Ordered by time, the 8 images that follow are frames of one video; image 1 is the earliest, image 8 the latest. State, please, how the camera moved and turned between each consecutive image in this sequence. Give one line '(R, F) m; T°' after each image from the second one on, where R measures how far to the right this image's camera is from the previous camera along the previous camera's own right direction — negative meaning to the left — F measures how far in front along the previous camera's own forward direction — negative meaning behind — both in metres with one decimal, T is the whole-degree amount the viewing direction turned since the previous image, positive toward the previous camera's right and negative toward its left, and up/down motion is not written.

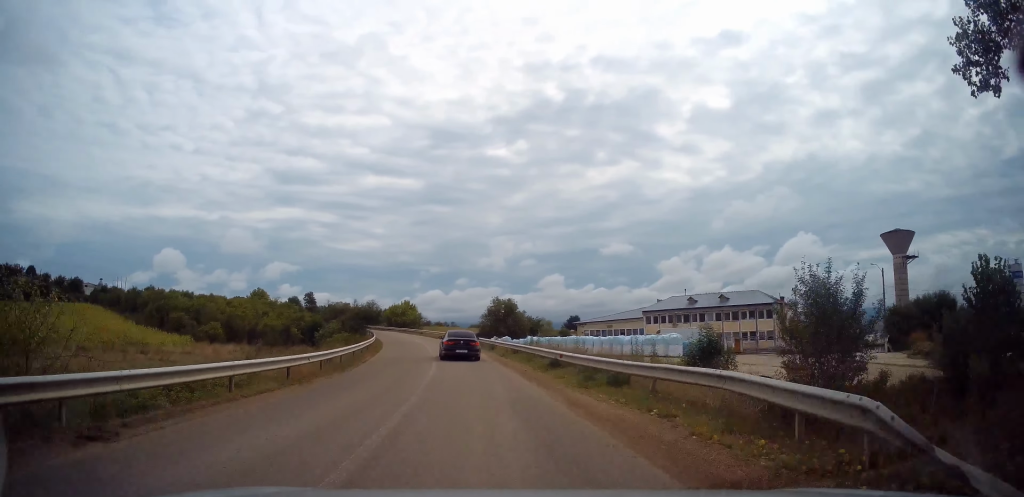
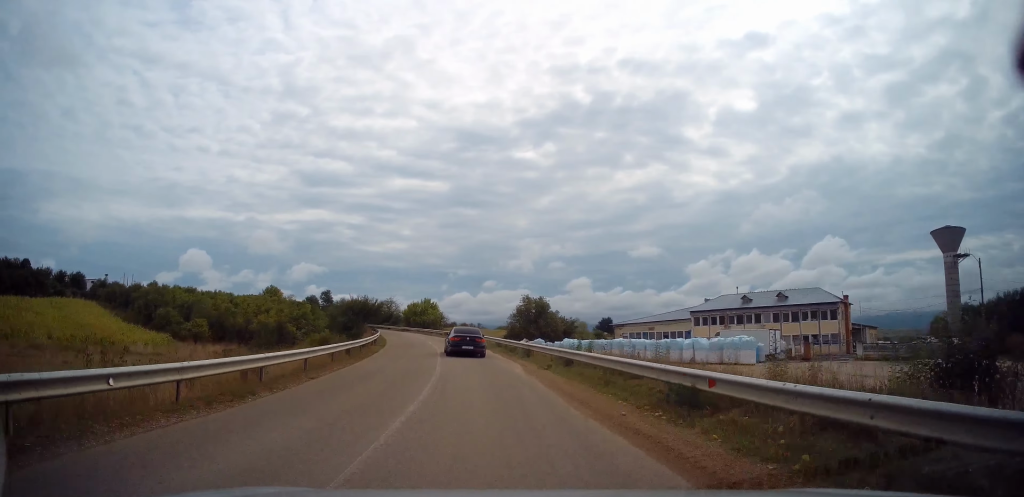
(+0.1, +10.4) m; -3°
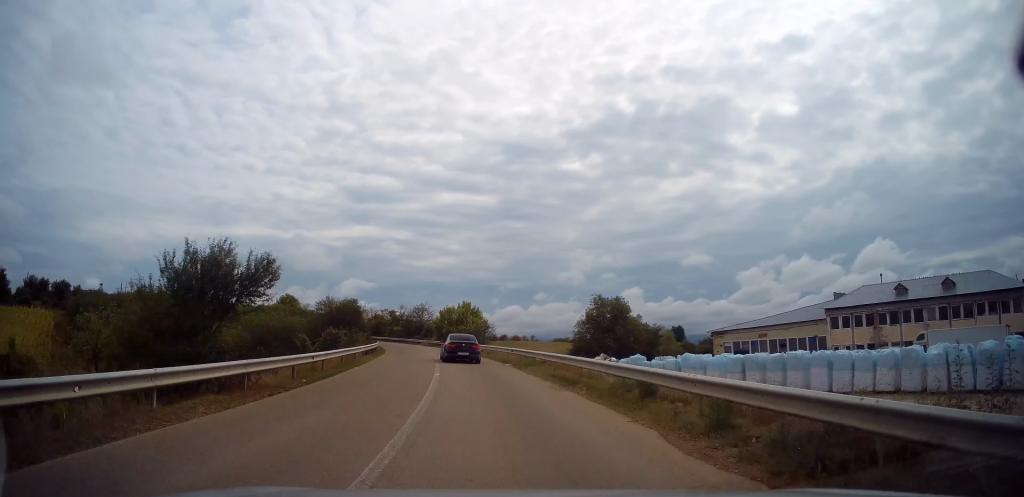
(-1.8, +24.8) m; -5°
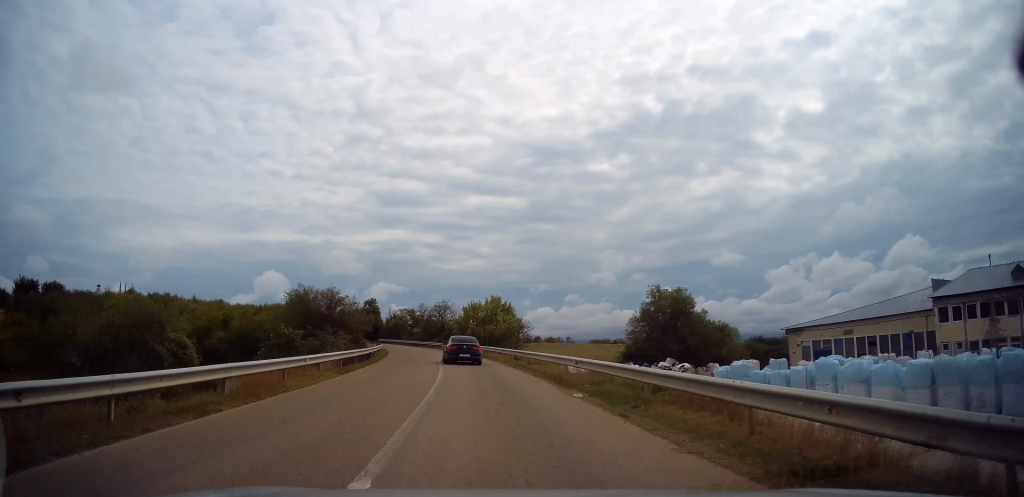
(0.0, +13.8) m; -2°
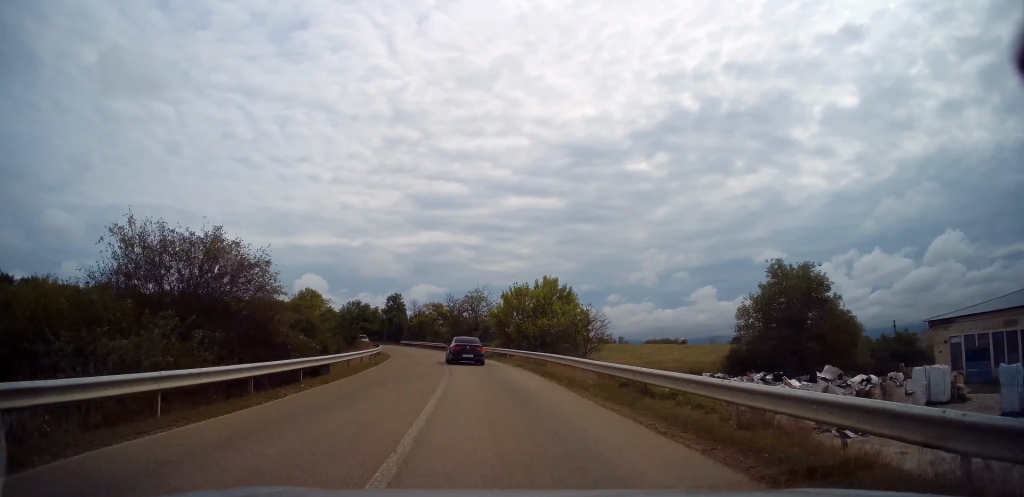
(-0.9, +19.3) m; -4°
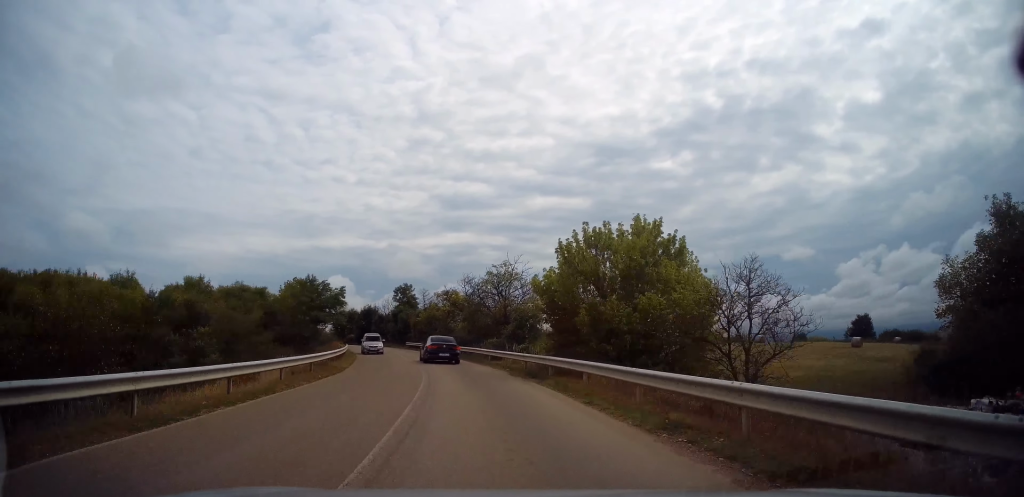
(-0.4, +20.5) m; -4°
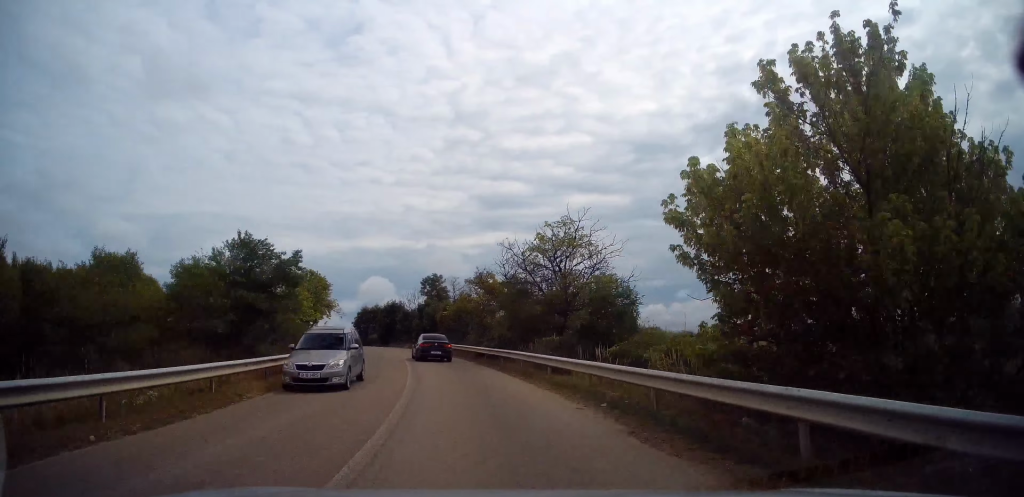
(-0.5, +13.3) m; -4°
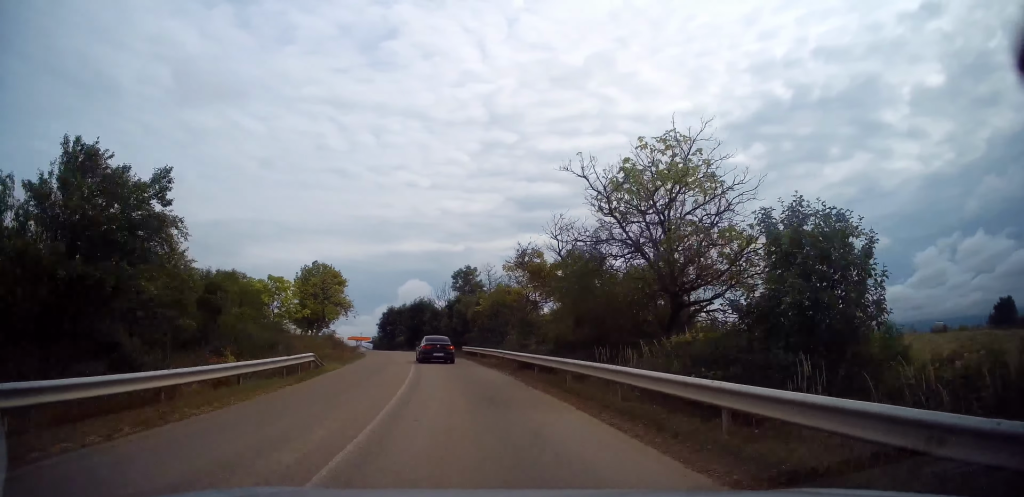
(-0.3, +10.5) m; -4°
